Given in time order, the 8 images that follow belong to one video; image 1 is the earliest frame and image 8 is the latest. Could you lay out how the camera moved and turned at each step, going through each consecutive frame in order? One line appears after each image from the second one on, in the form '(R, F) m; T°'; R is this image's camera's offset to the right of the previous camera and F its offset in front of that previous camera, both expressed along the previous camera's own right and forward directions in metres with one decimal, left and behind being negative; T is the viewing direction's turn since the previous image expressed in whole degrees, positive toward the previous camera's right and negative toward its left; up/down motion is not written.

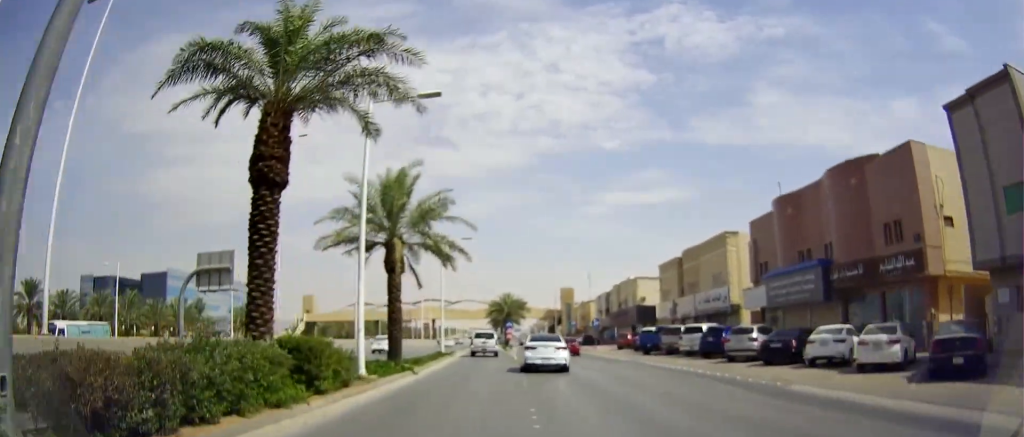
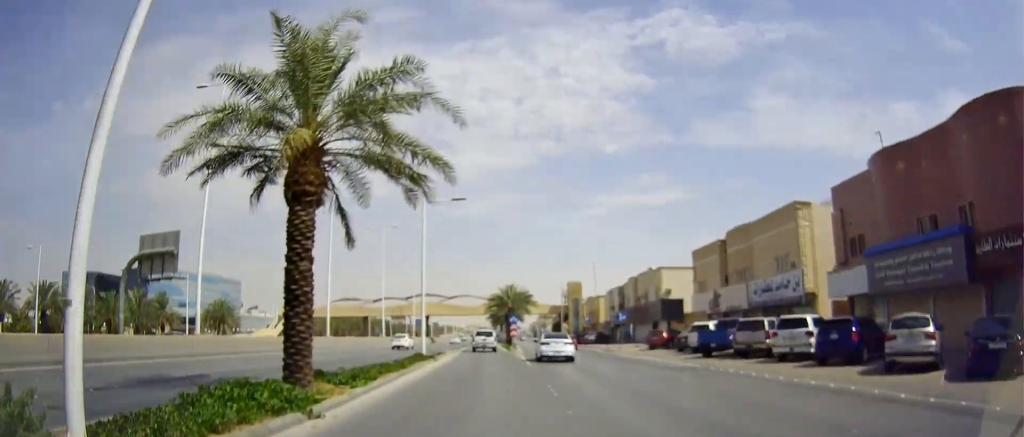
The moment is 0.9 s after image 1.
(-0.6, +11.7) m; -2°
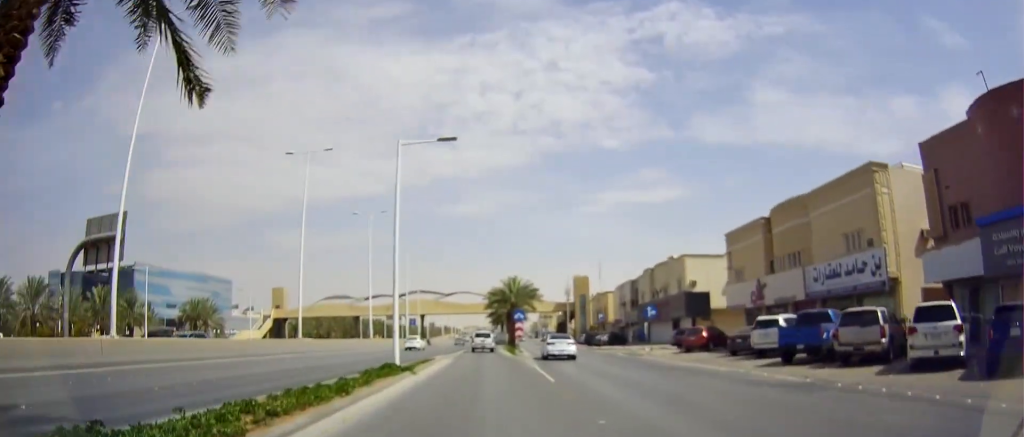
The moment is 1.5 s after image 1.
(+0.1, +8.5) m; 0°
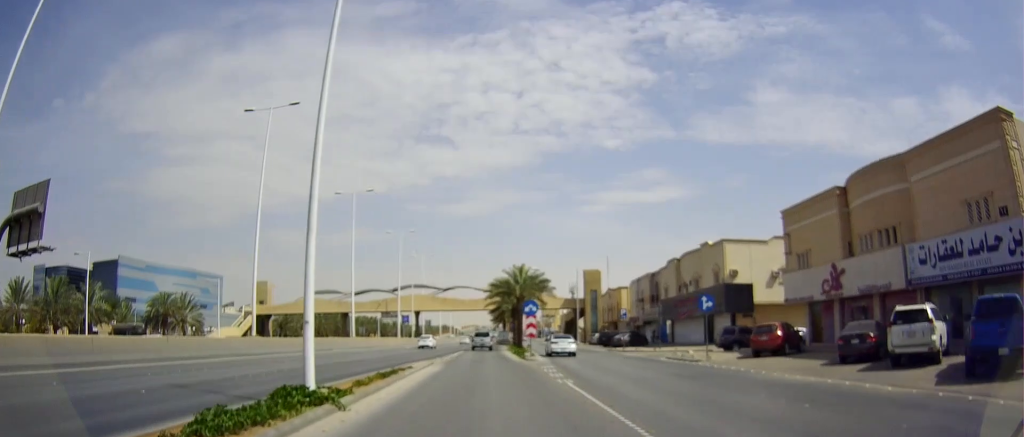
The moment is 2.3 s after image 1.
(+0.1, +10.0) m; 0°
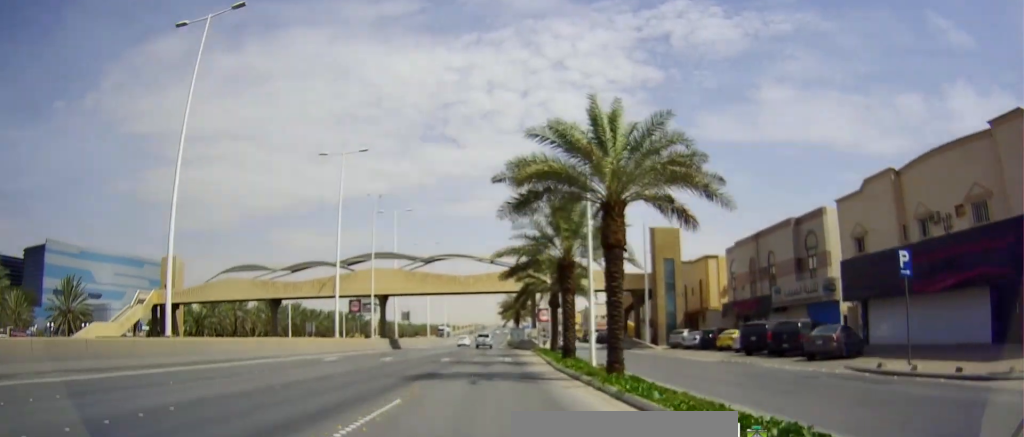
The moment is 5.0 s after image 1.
(-0.1, +38.2) m; 0°
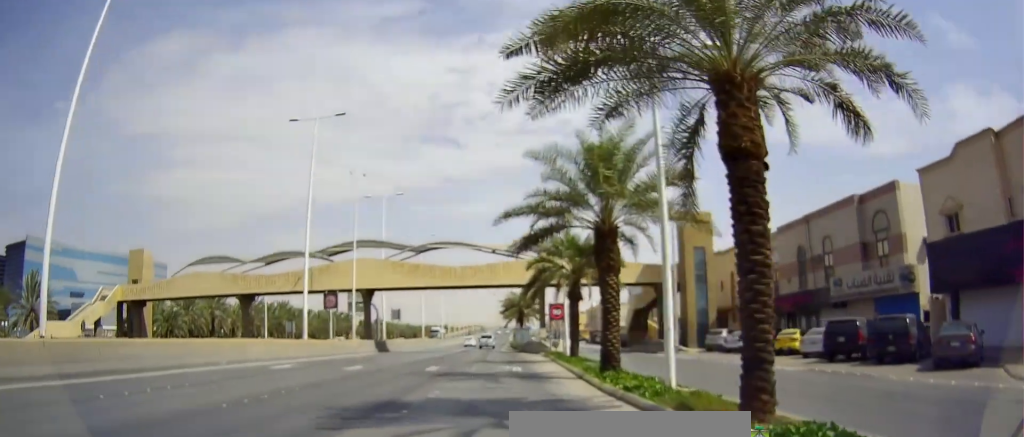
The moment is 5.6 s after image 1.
(-0.4, +8.8) m; 0°
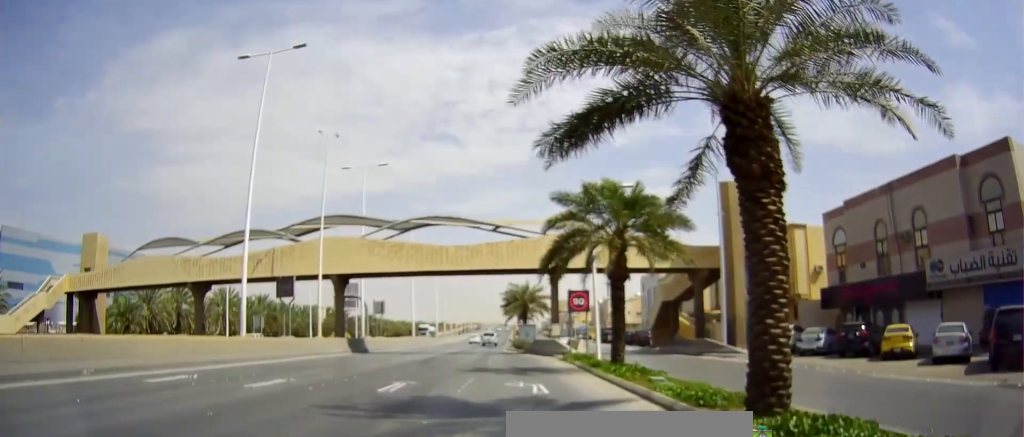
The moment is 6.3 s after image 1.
(0.0, +10.5) m; 0°
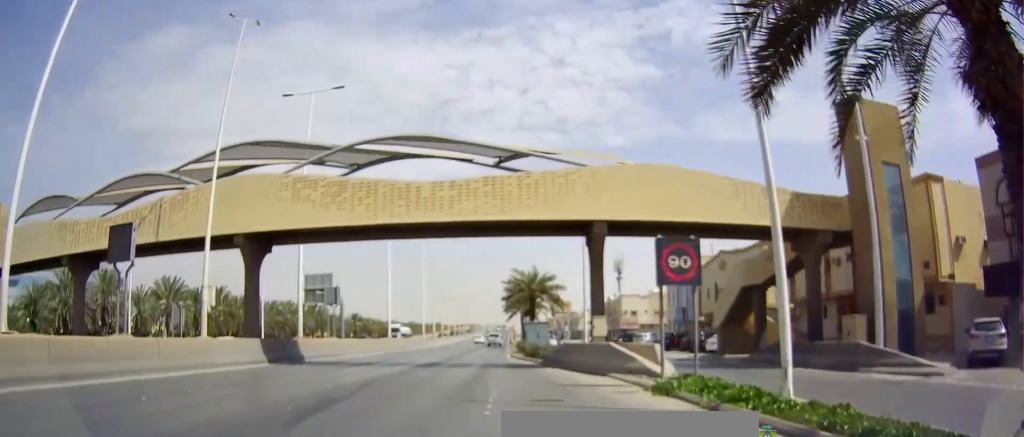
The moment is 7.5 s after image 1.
(+0.1, +17.5) m; -1°
